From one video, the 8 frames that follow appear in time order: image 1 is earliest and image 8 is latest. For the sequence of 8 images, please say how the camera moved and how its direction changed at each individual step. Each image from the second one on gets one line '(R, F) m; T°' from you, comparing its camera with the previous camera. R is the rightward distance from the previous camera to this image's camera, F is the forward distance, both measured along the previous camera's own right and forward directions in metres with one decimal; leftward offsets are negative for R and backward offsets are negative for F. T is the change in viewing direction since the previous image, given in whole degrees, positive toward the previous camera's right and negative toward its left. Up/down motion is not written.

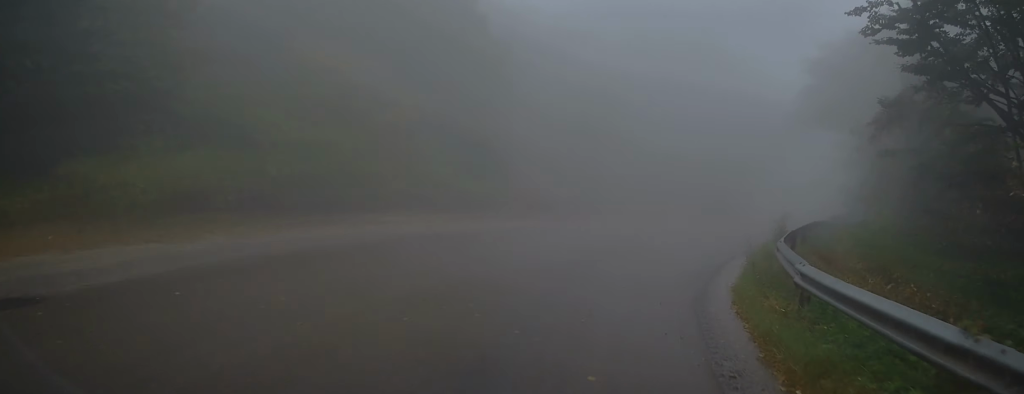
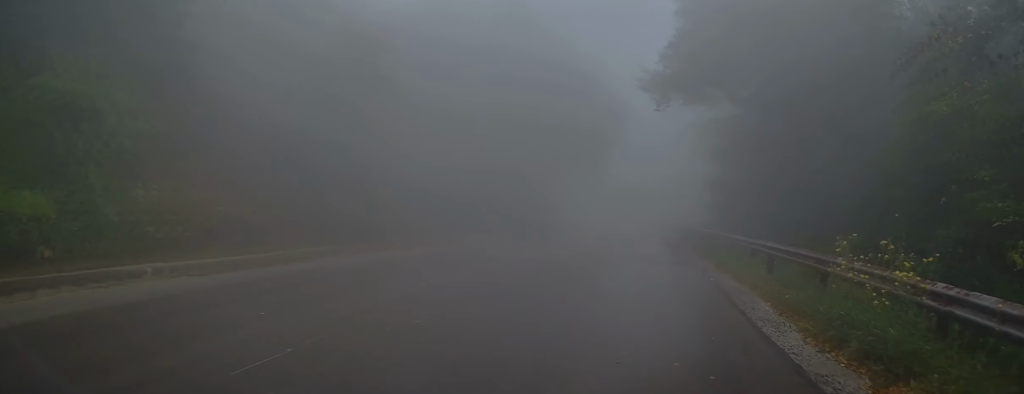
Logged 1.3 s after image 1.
(+2.3, +13.0) m; +17°
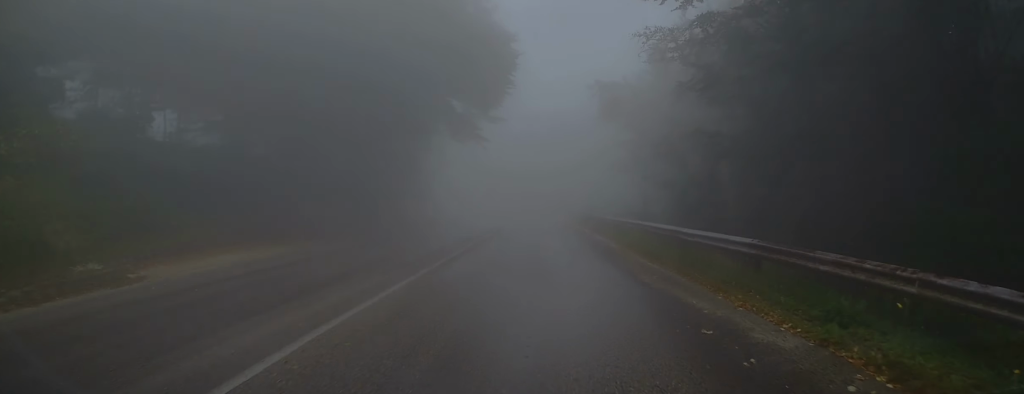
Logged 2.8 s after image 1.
(+1.5, +15.2) m; +8°
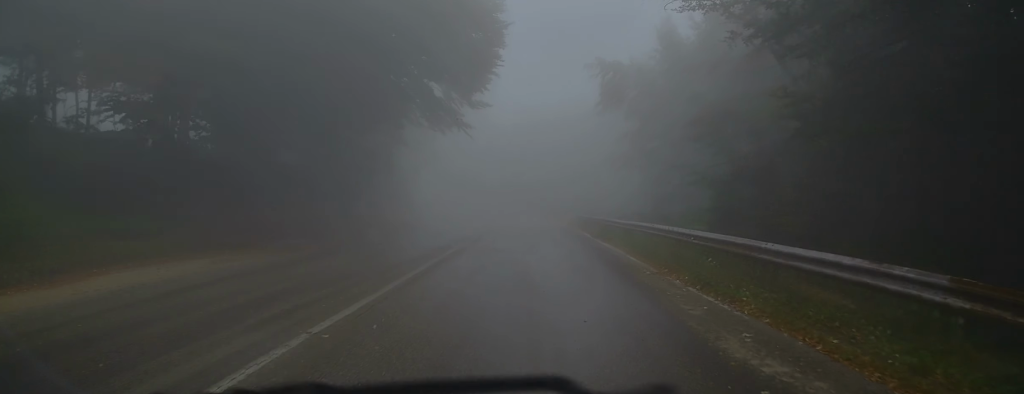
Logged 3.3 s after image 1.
(0.0, +5.0) m; 0°
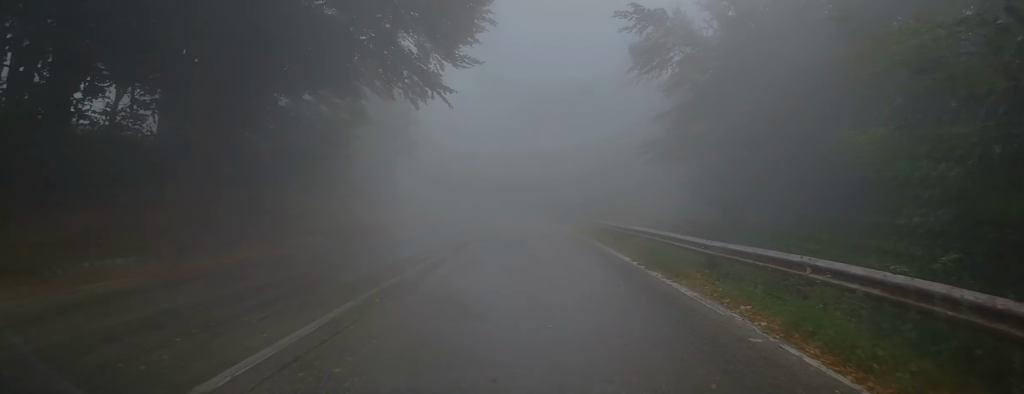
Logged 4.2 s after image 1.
(0.0, +8.6) m; 0°
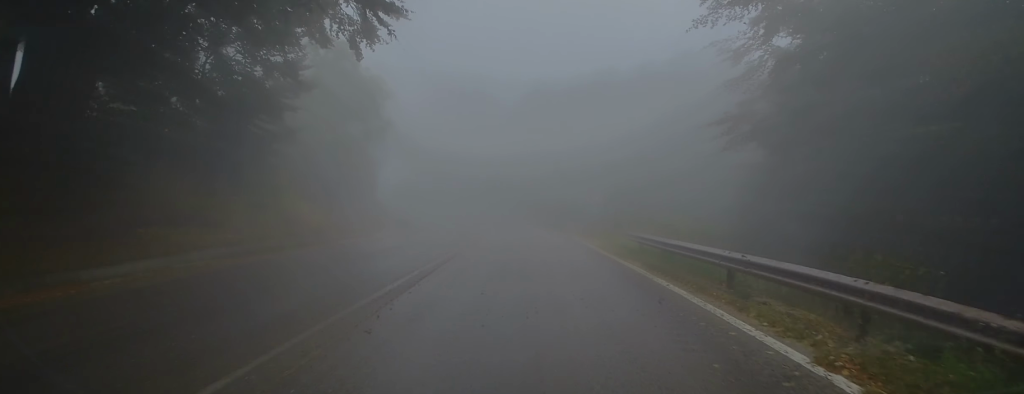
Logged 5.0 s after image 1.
(0.0, +8.5) m; -1°
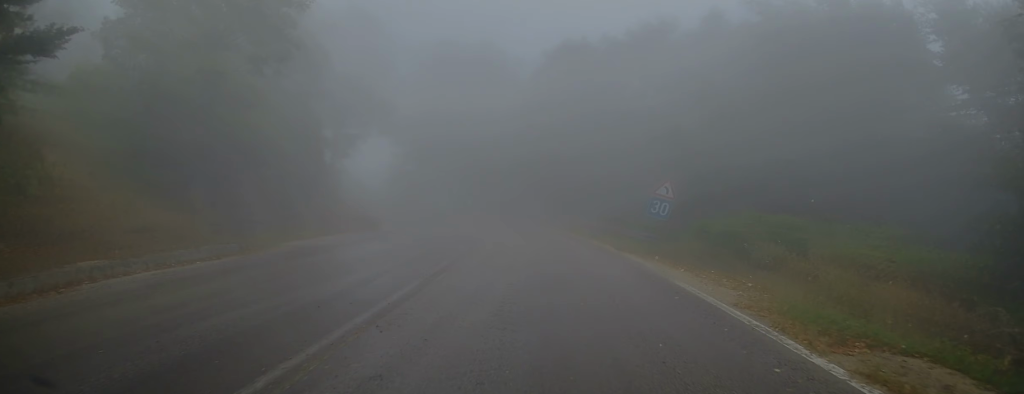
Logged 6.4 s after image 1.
(-0.3, +13.5) m; -2°
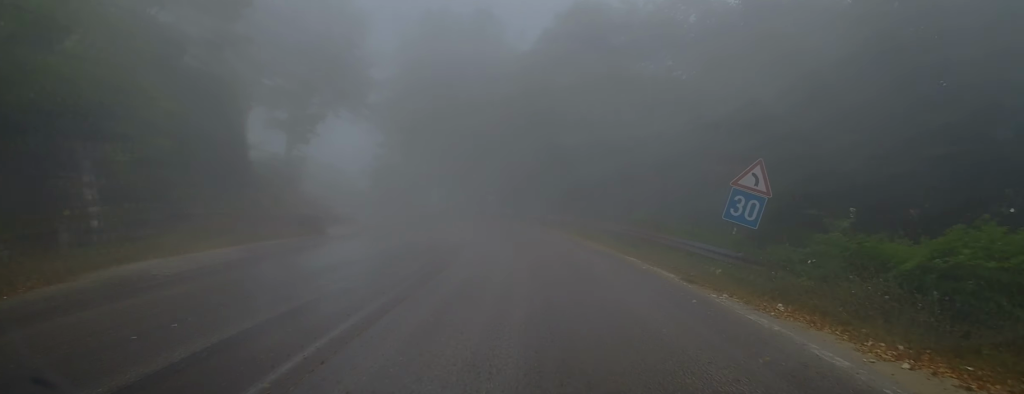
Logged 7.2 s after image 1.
(0.0, +8.4) m; -1°
